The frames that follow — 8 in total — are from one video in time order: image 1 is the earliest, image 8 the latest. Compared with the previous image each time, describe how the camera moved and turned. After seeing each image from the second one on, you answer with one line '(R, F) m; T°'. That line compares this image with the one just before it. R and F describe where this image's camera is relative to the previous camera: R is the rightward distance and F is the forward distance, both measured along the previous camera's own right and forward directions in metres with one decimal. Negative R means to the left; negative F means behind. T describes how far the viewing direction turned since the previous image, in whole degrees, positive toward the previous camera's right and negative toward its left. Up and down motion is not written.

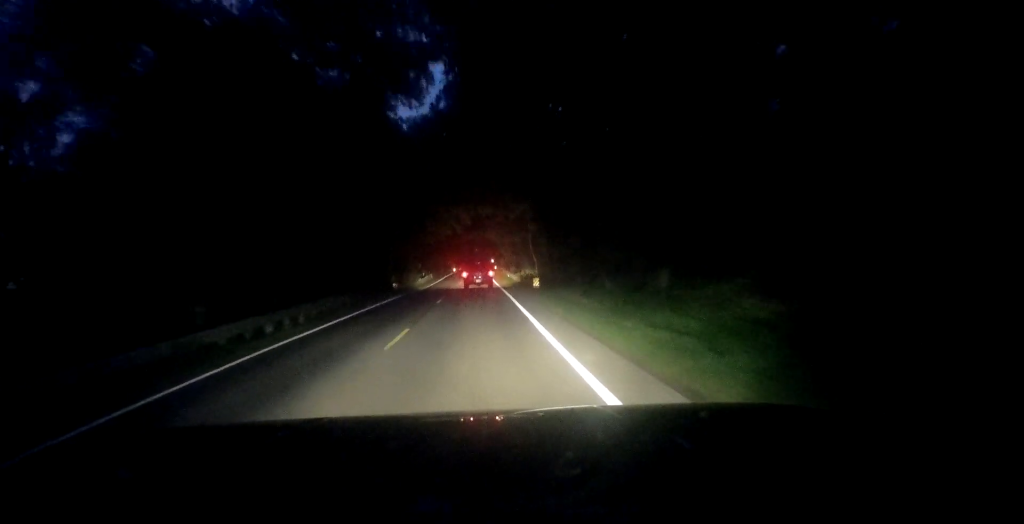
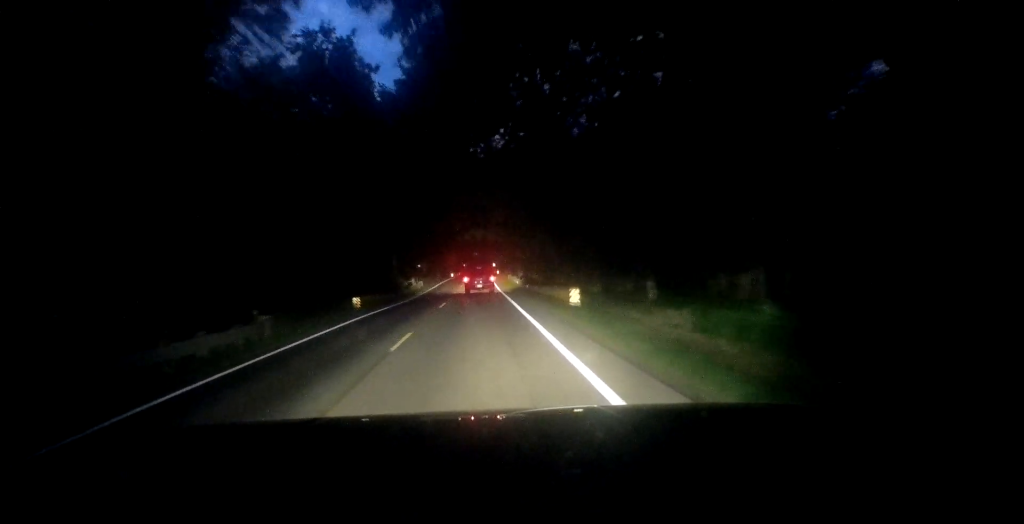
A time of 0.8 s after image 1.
(+0.2, +14.5) m; -2°
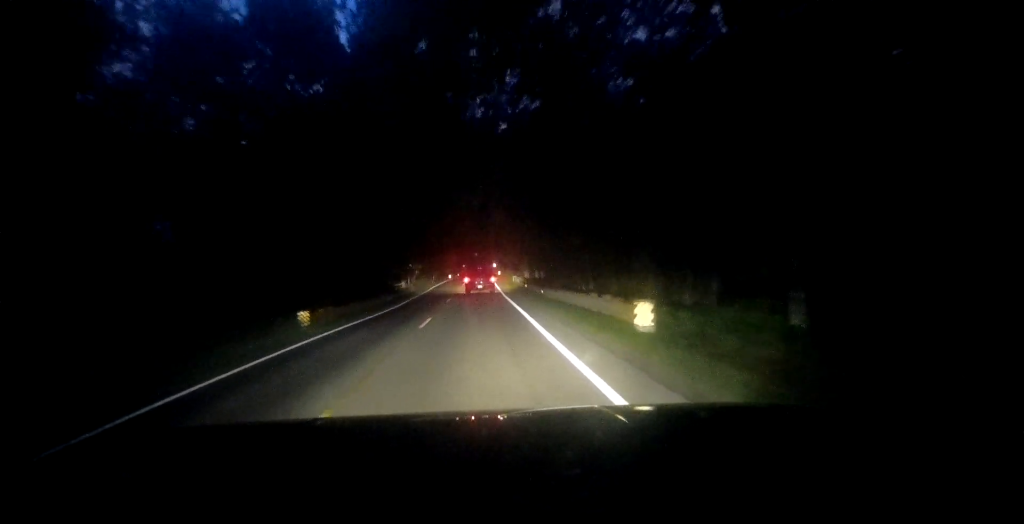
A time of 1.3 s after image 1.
(-0.5, +9.5) m; -1°
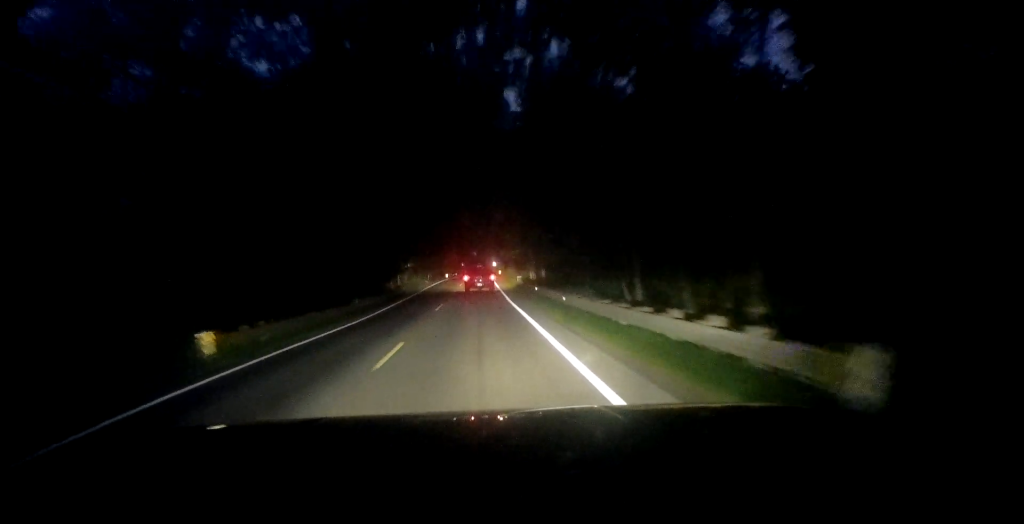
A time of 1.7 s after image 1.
(-0.3, +8.2) m; -1°
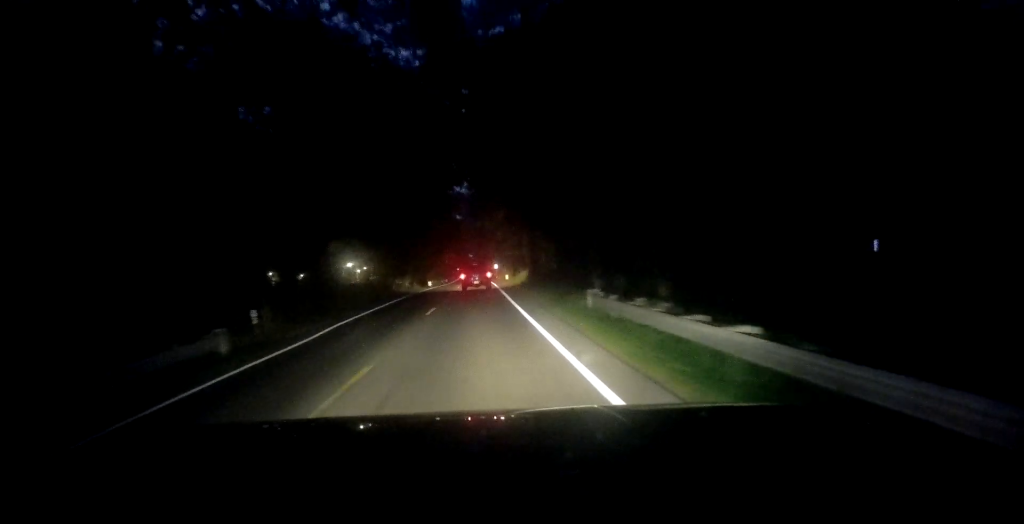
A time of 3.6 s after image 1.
(+1.2, +34.9) m; +5°
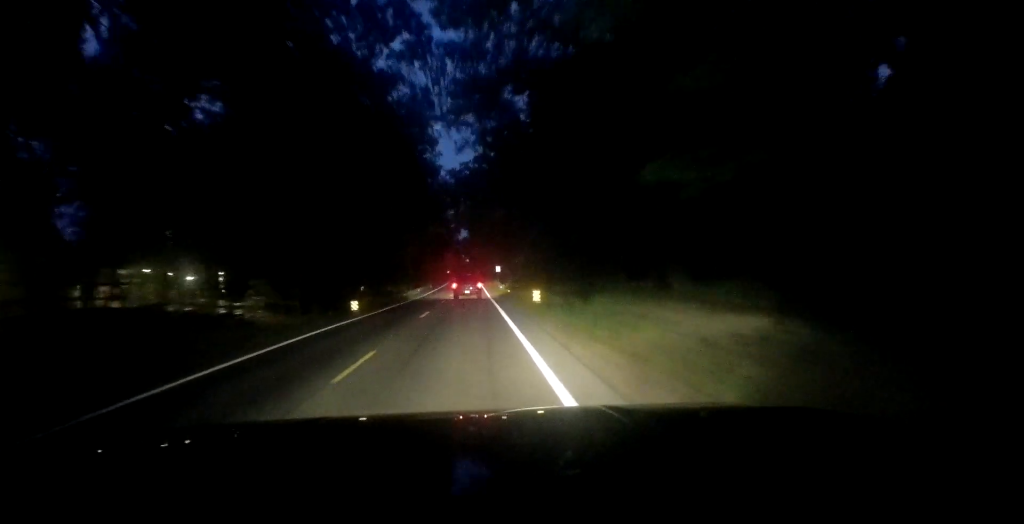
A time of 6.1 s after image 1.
(+0.3, +44.3) m; -2°
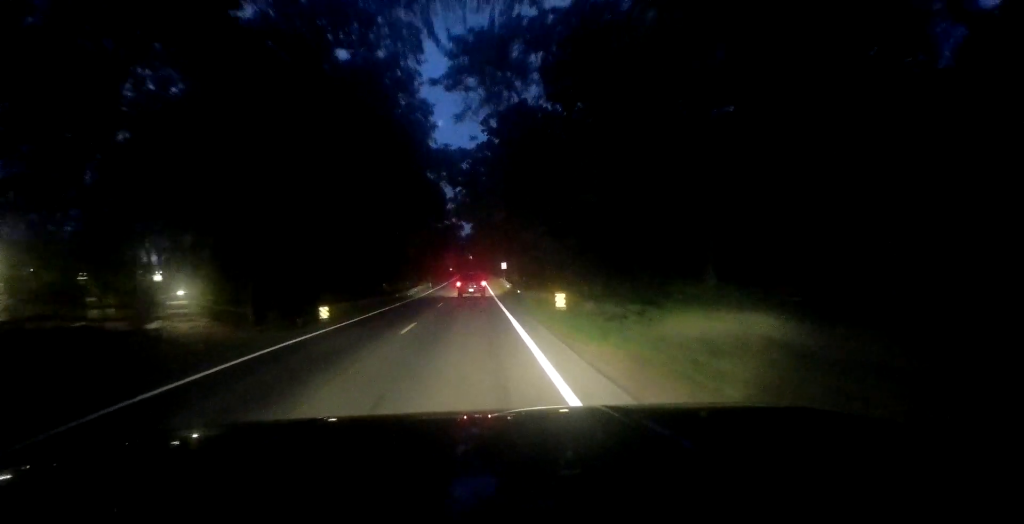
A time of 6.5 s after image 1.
(-0.2, +7.5) m; 0°
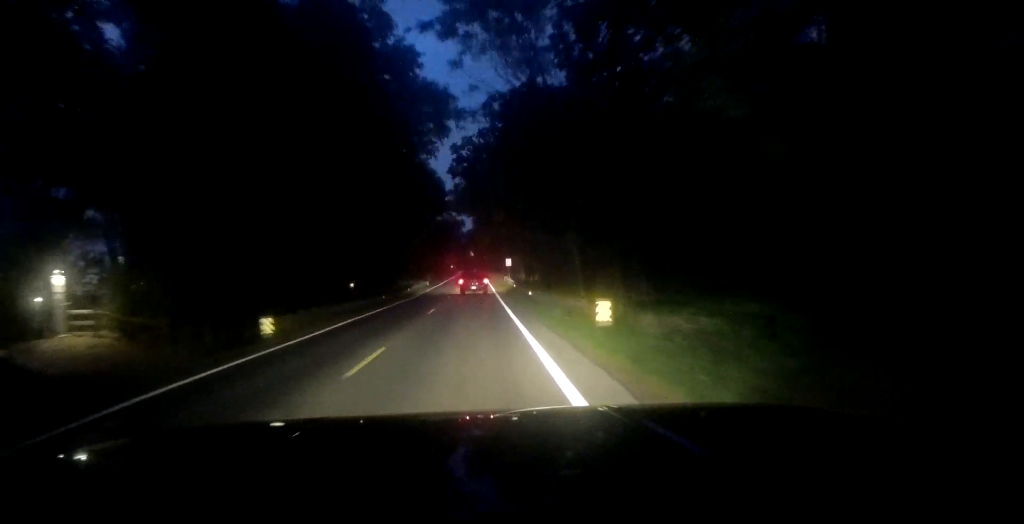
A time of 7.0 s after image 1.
(+0.1, +7.5) m; +1°
